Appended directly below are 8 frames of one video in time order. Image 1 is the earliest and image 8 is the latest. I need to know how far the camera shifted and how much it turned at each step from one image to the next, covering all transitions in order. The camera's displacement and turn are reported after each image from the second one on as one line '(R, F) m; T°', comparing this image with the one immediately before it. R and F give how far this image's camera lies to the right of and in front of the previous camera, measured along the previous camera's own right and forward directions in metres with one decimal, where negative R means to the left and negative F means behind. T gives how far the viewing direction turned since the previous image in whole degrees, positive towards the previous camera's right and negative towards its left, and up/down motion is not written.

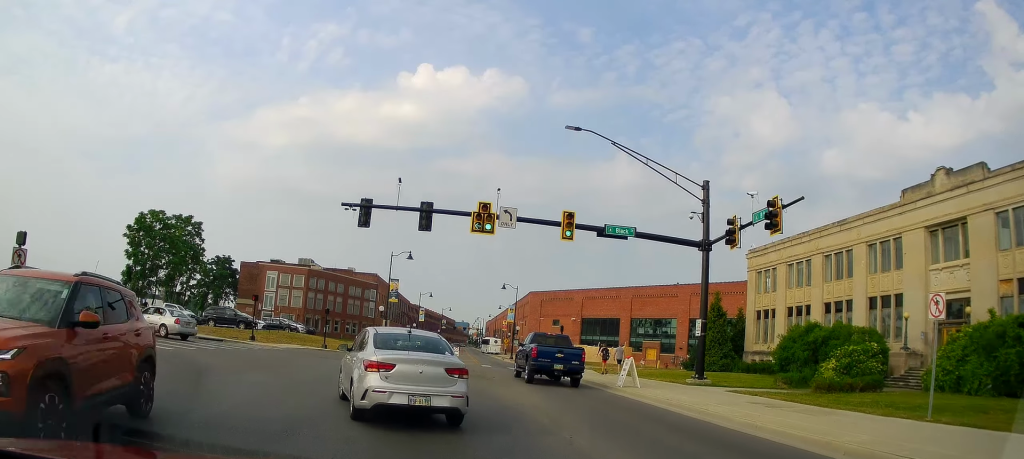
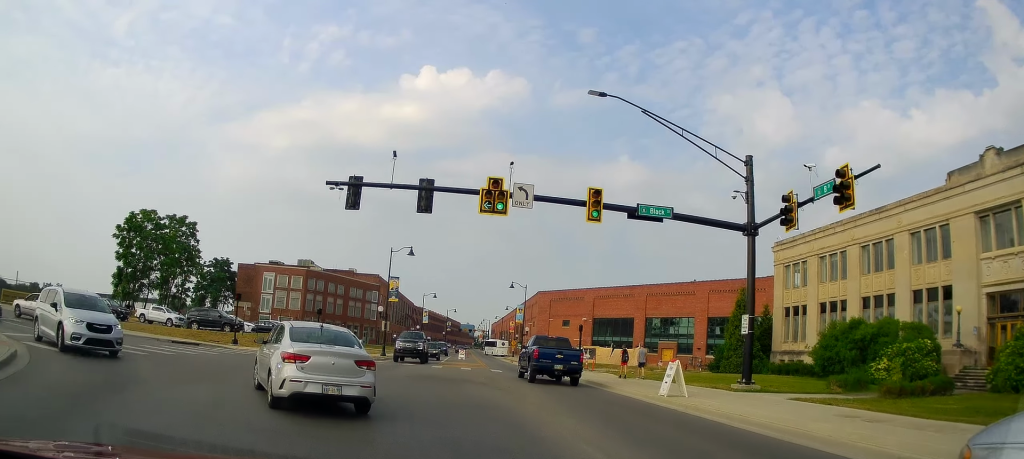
(+0.1, +4.3) m; -2°
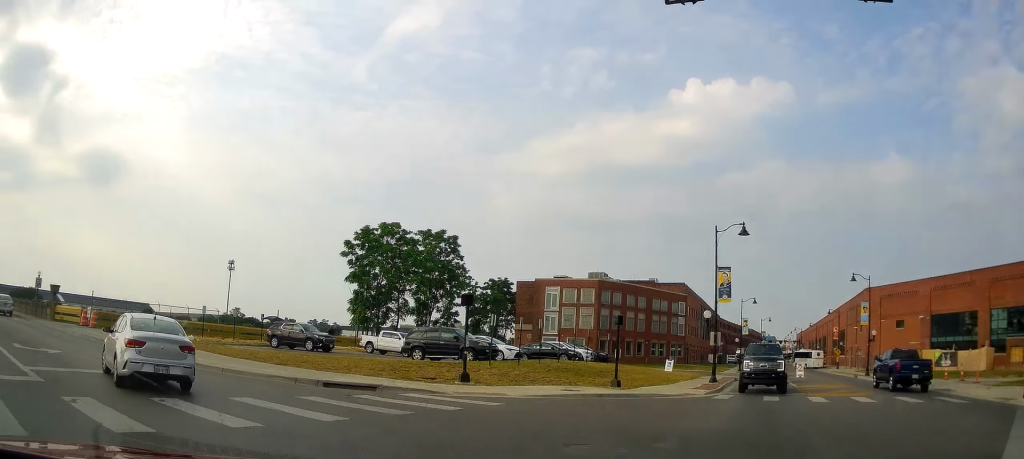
(-8.5, +13.4) m; -61°
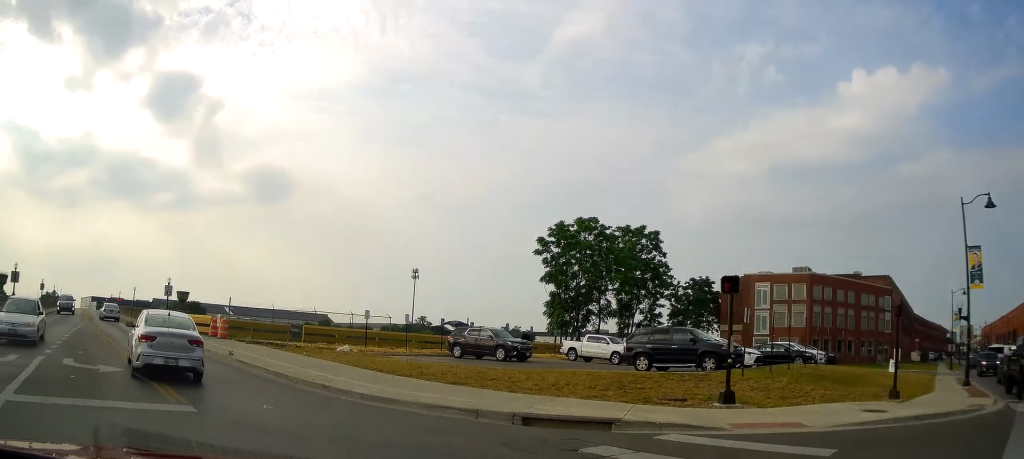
(-1.0, +8.3) m; -12°
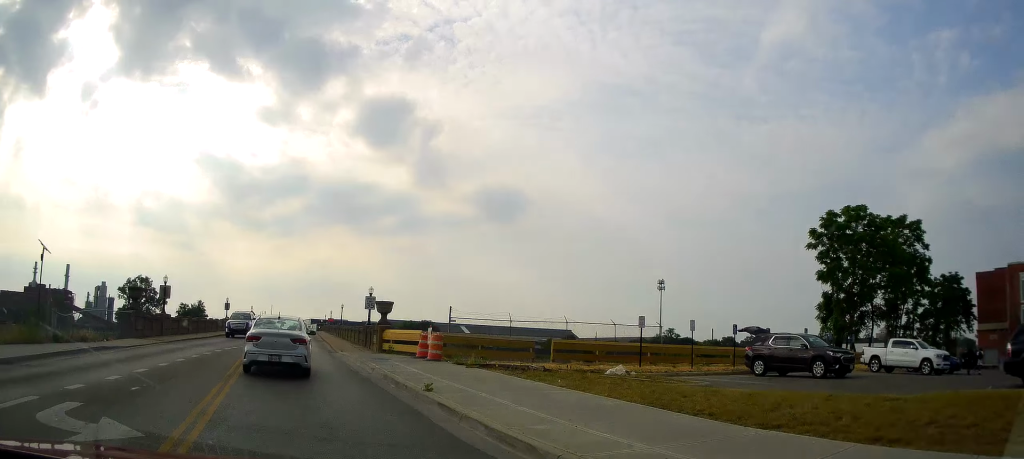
(-1.1, +10.1) m; -13°
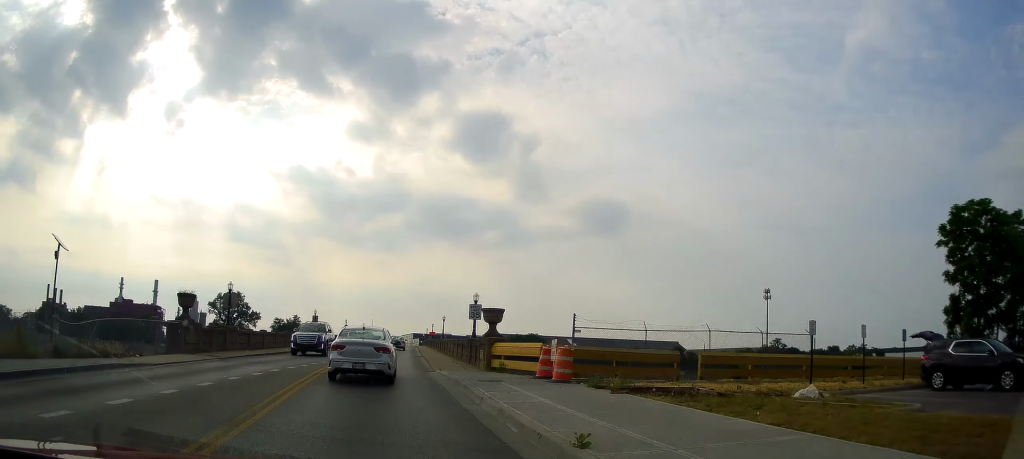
(-0.7, +5.3) m; -5°
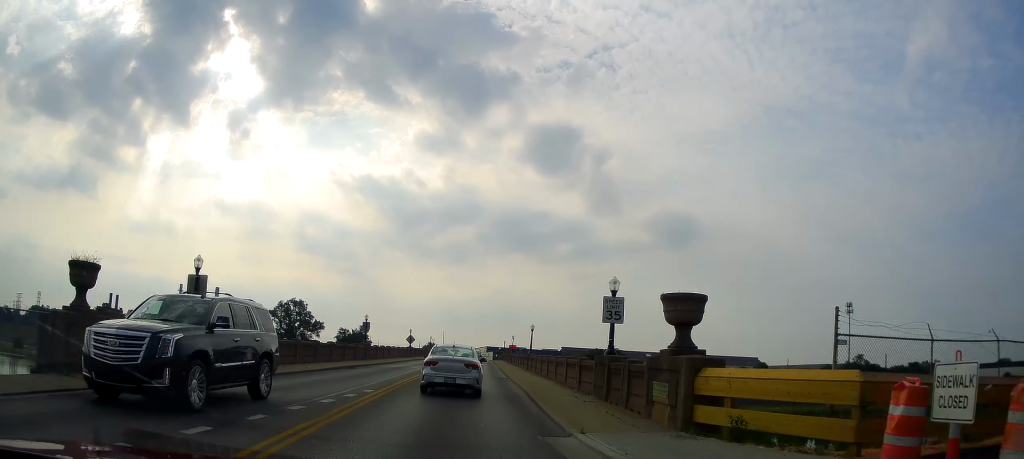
(+0.1, +10.6) m; +19°
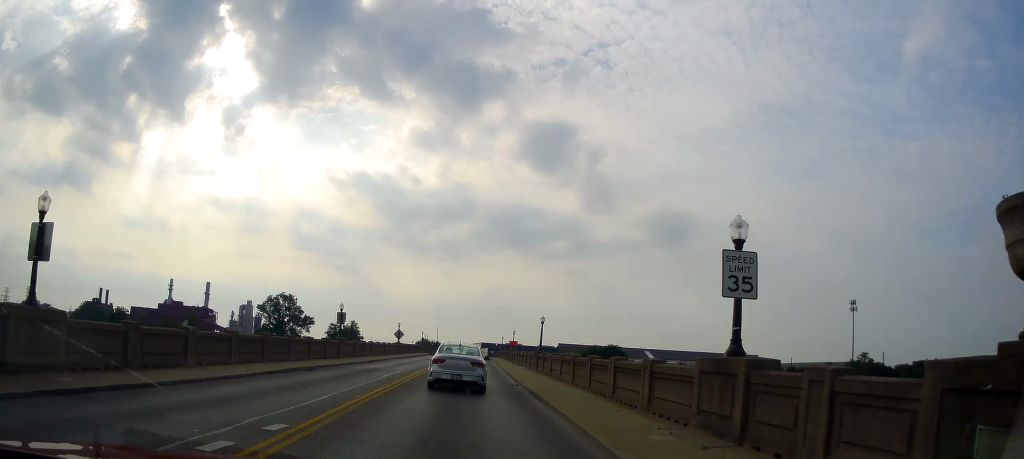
(+1.9, +4.9) m; +13°
